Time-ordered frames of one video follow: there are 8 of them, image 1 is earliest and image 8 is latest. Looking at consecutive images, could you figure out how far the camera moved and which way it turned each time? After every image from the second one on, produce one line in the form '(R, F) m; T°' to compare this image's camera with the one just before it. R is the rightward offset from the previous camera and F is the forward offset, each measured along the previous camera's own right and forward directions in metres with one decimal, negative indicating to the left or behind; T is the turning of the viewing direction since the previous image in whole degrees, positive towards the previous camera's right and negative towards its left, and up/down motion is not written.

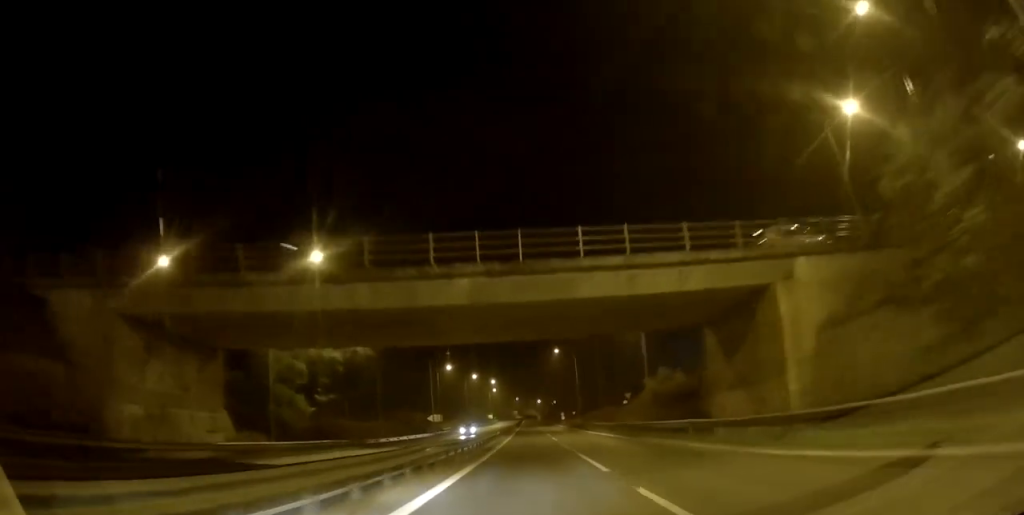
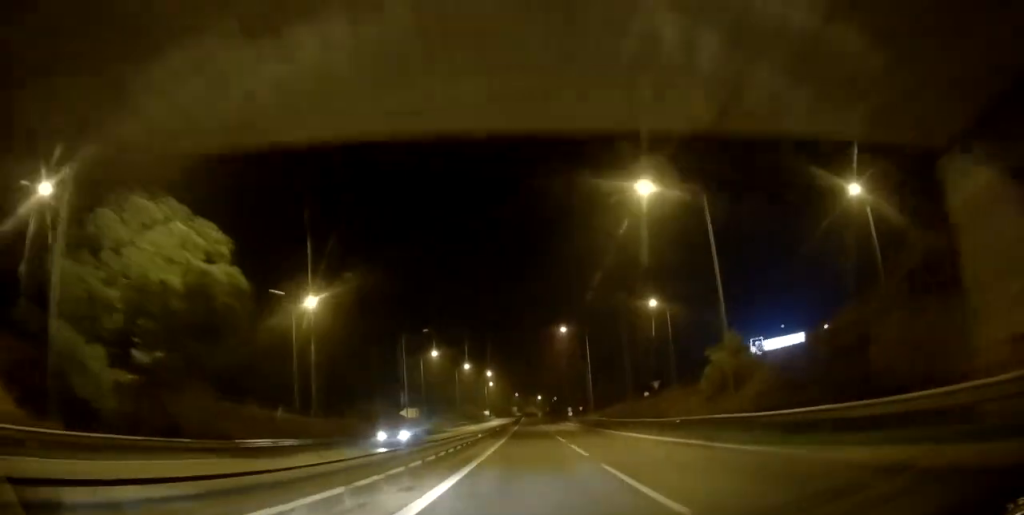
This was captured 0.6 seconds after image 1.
(0.0, +18.7) m; -1°
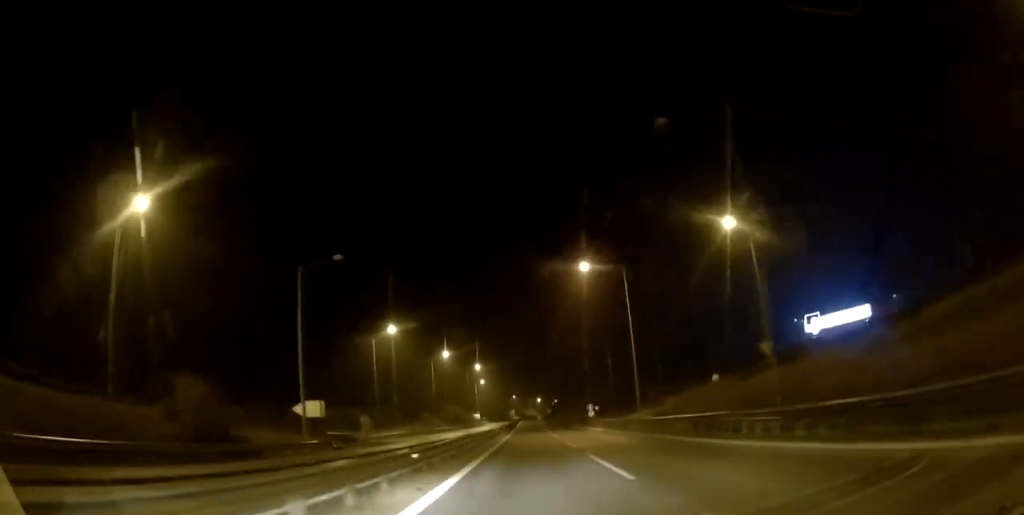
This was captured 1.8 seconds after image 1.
(-0.5, +31.7) m; 0°
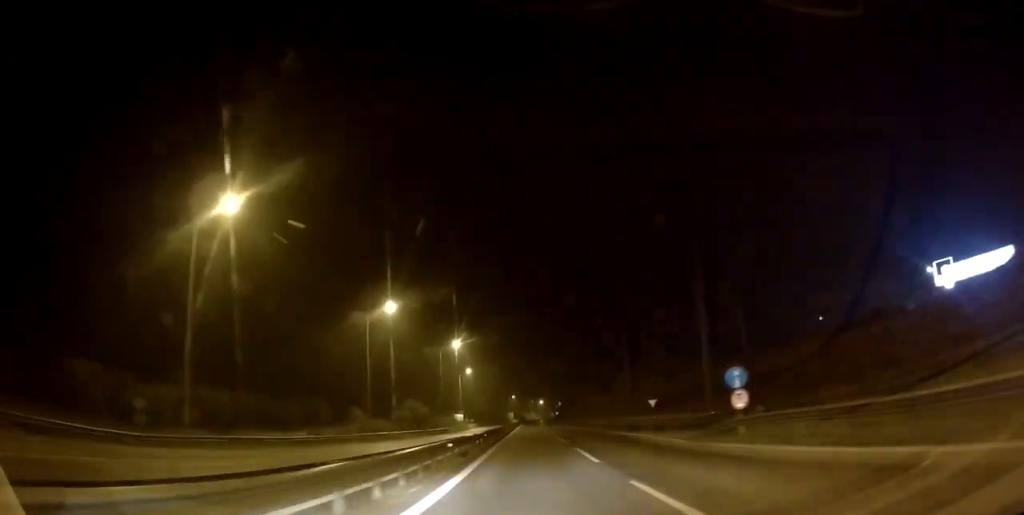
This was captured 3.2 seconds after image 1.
(+0.8, +42.7) m; +1°
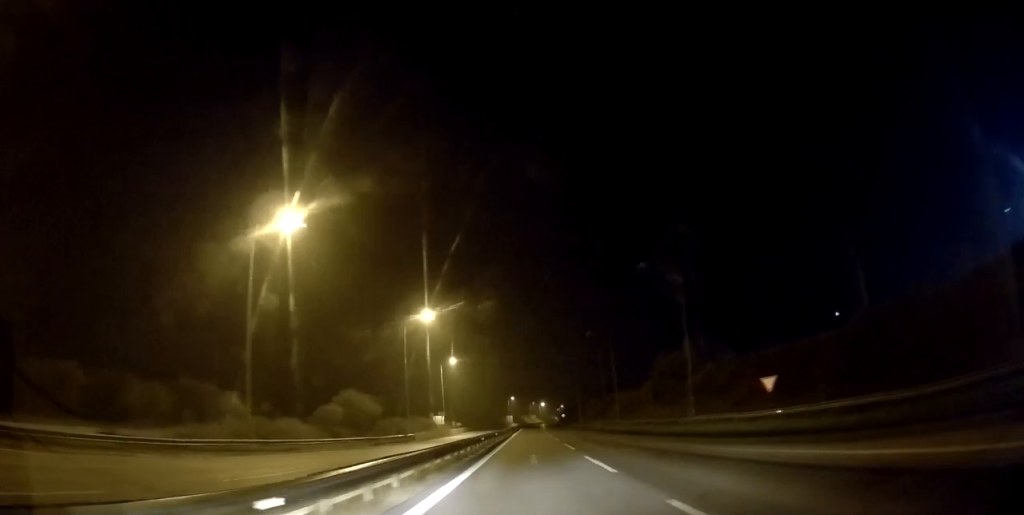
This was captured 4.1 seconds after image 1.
(0.0, +26.5) m; 0°
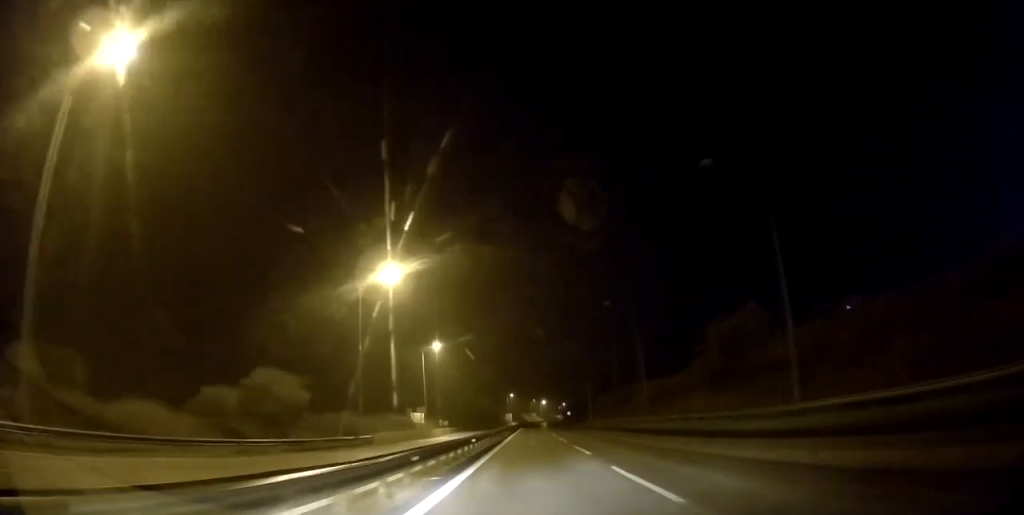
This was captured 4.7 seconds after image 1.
(0.0, +17.3) m; 0°
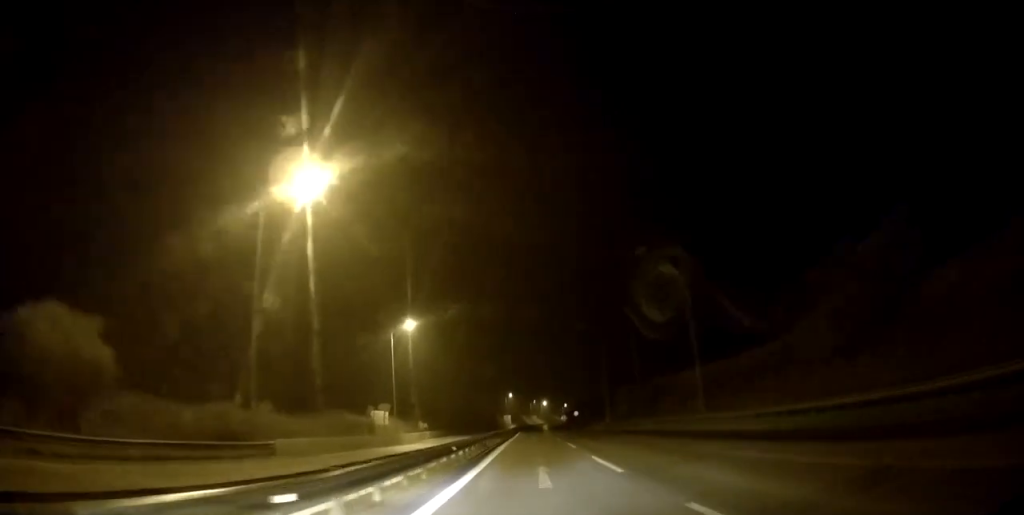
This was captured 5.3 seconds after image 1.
(0.0, +18.4) m; 0°
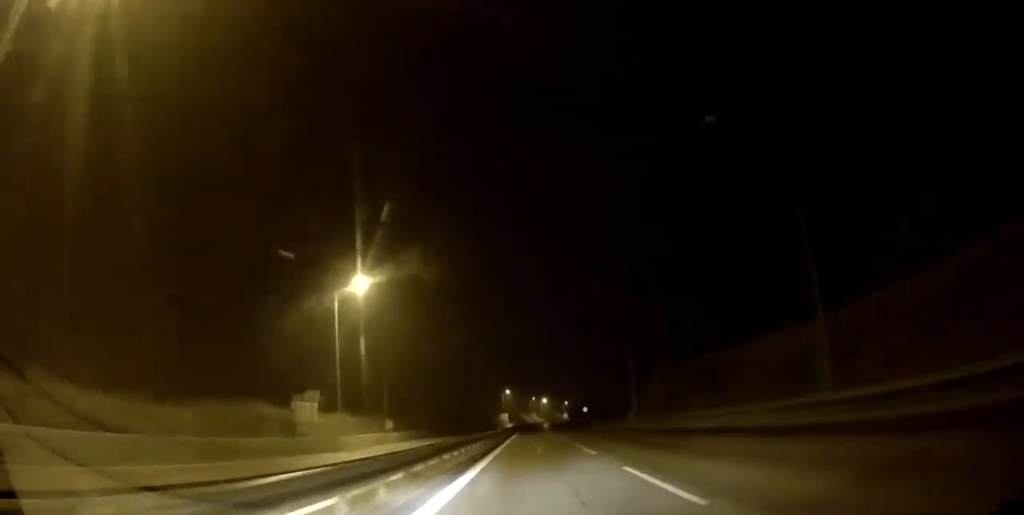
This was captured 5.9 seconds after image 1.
(0.0, +17.9) m; 0°
